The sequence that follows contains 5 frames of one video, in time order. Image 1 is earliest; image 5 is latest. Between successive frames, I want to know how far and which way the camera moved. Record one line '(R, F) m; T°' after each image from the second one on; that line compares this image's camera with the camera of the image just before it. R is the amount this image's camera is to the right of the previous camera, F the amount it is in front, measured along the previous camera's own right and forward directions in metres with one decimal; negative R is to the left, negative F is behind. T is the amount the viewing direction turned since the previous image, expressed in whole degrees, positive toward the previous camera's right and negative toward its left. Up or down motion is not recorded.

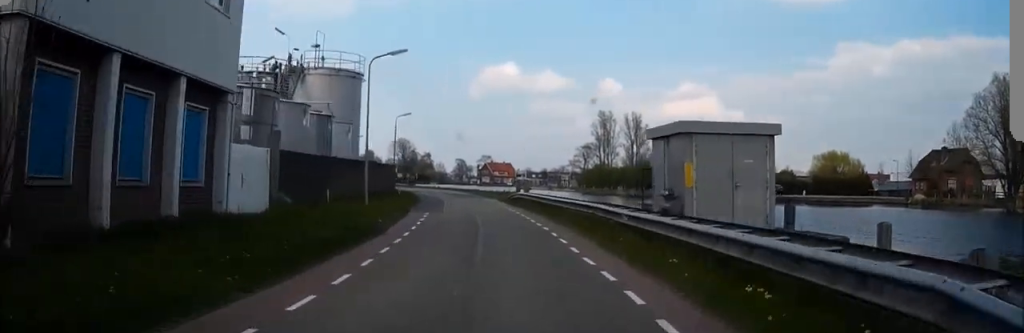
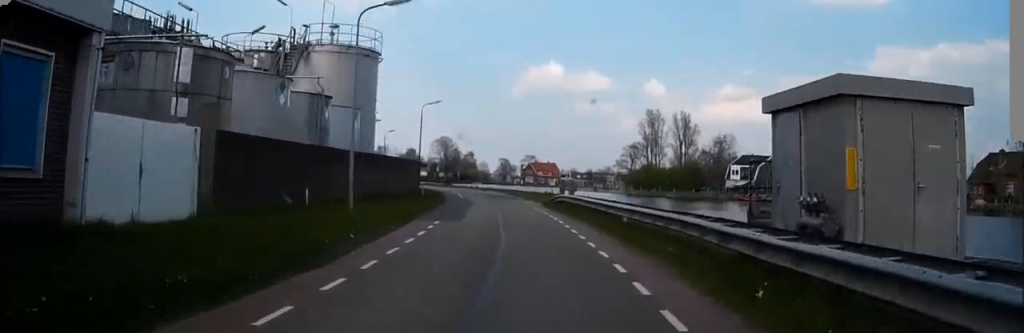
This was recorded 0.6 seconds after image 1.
(-0.2, +7.4) m; -4°
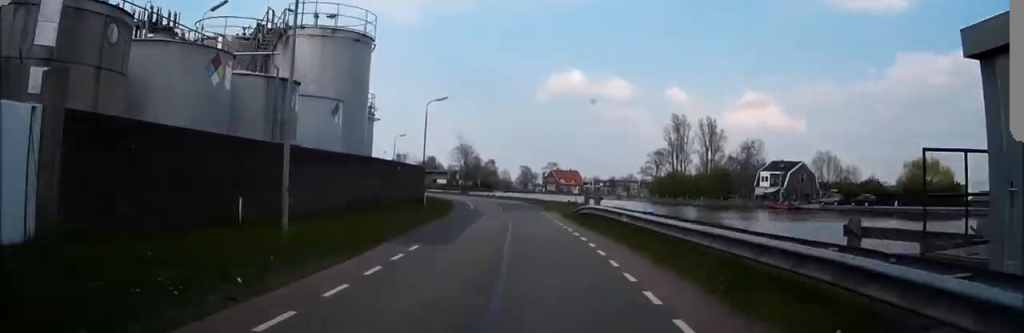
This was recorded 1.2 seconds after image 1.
(-0.2, +6.3) m; -3°
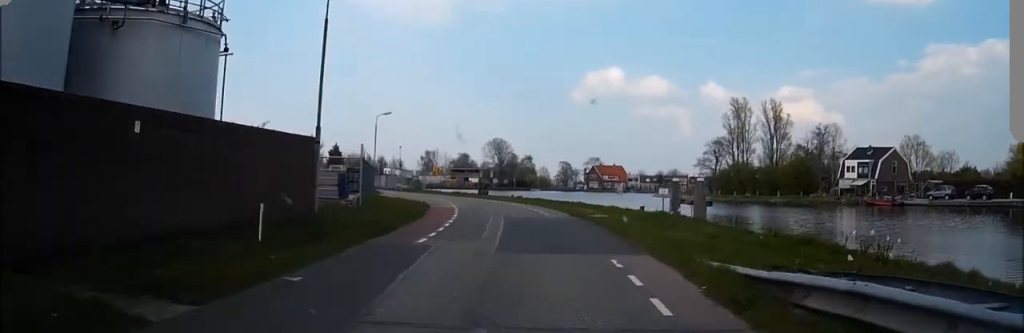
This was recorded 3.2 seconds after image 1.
(-1.7, +24.6) m; -5°
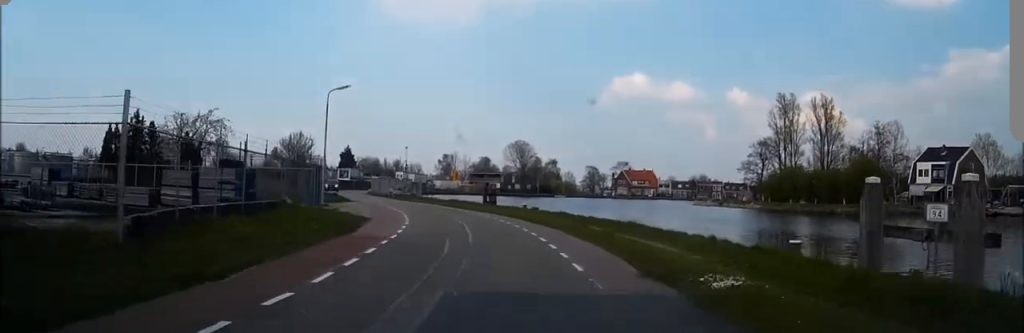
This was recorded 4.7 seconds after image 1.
(0.0, +17.7) m; -1°
